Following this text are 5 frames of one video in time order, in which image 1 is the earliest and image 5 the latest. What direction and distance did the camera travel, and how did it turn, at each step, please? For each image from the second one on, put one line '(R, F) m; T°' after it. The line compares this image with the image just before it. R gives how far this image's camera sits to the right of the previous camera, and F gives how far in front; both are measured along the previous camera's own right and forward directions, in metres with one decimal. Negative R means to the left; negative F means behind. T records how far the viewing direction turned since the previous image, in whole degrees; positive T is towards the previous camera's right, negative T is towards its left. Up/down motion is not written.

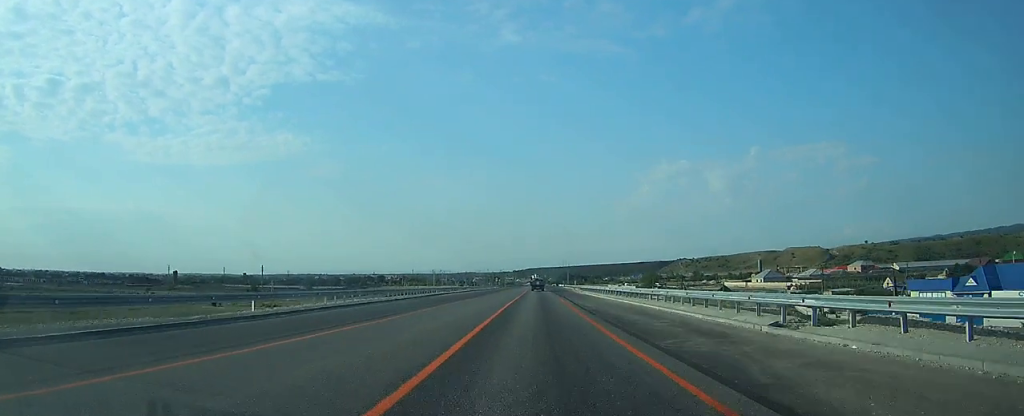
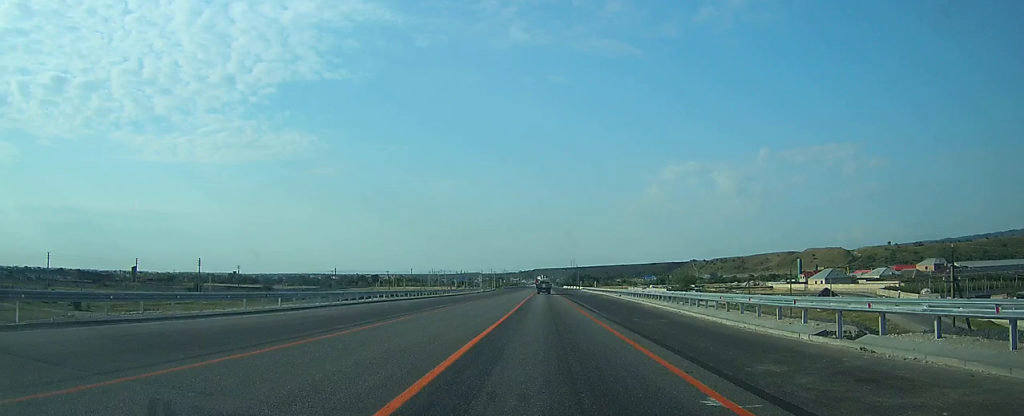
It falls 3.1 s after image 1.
(-0.6, +71.0) m; -1°
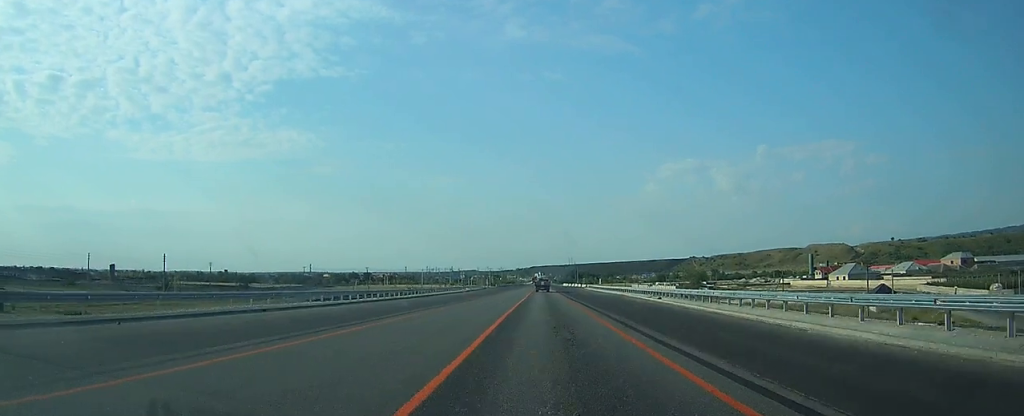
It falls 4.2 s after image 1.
(0.0, +24.9) m; 0°
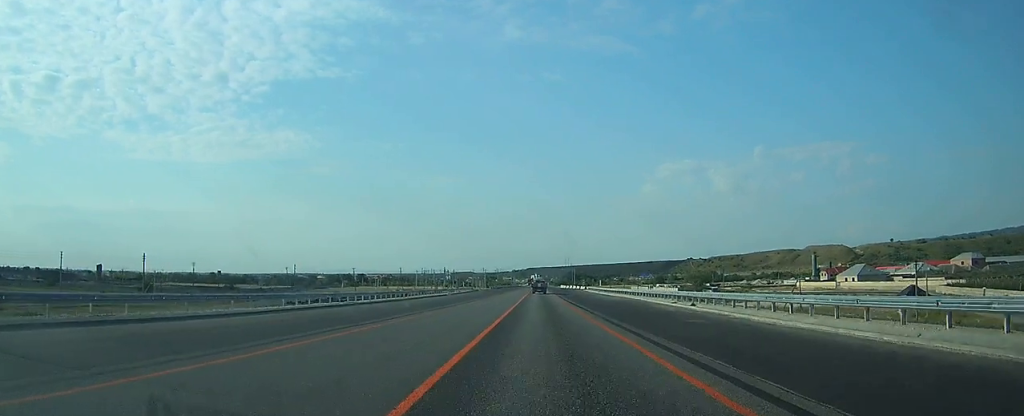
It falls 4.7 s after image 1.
(0.0, +11.3) m; 0°
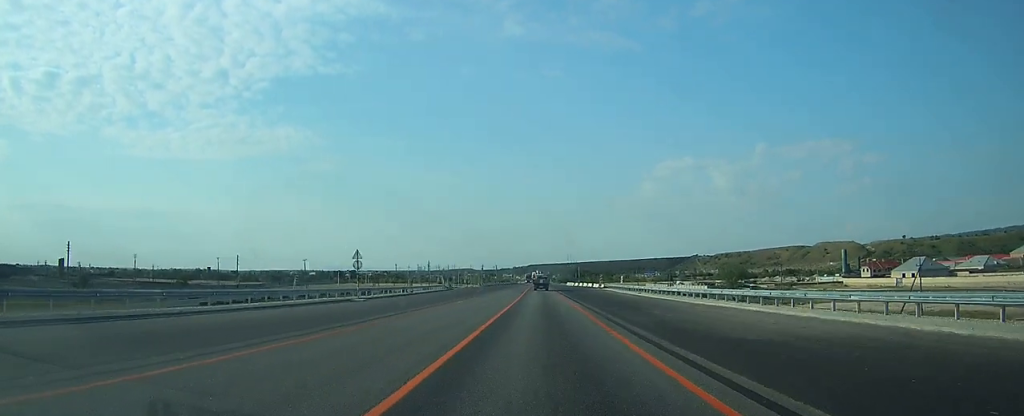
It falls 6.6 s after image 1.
(0.0, +43.1) m; 0°
